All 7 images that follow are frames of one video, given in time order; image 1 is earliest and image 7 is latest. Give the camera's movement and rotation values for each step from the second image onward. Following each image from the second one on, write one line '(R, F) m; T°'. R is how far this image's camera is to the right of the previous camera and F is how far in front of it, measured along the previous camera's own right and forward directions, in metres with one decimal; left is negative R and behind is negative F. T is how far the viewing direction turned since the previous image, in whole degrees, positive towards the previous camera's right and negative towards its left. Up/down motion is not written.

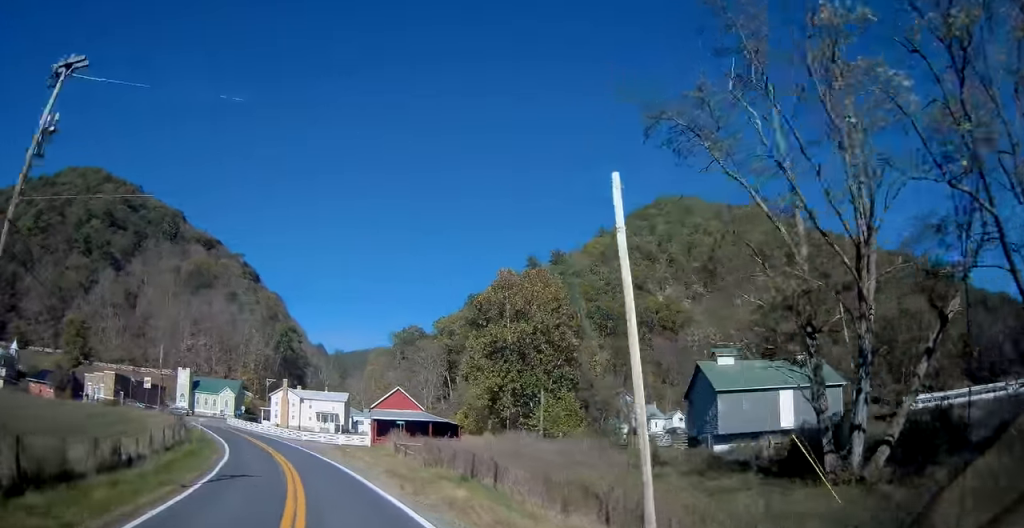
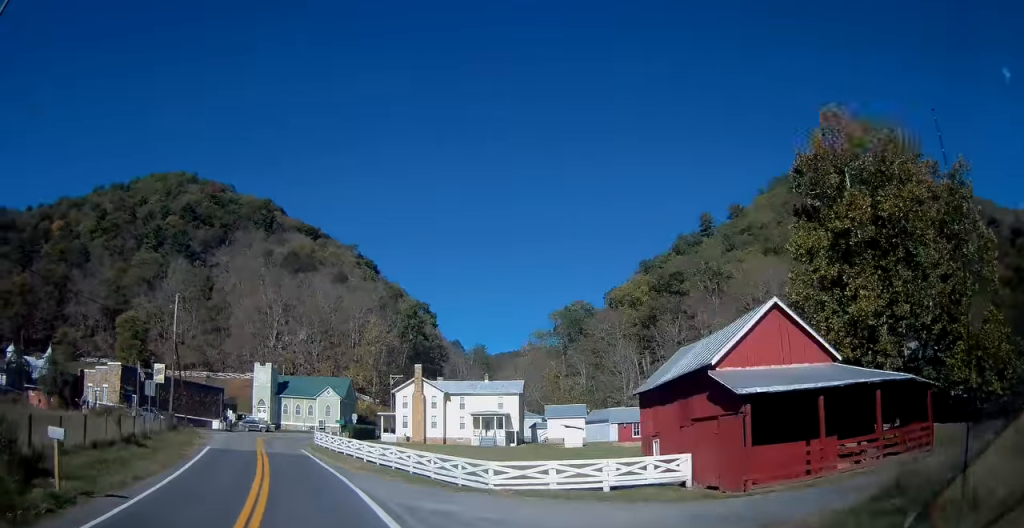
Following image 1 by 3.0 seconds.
(-2.9, +41.9) m; -12°
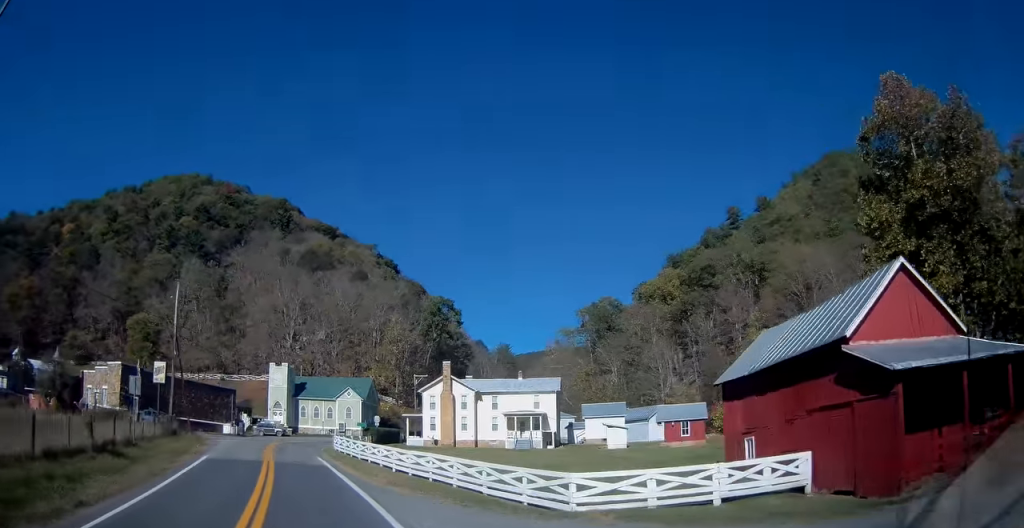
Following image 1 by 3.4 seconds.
(-0.1, +5.3) m; -2°
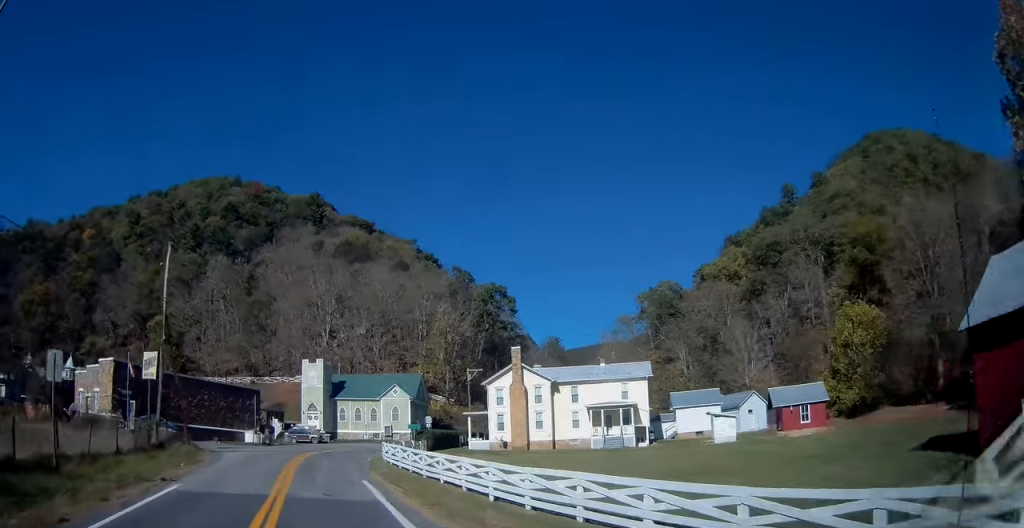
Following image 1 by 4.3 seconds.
(-0.4, +11.2) m; -4°
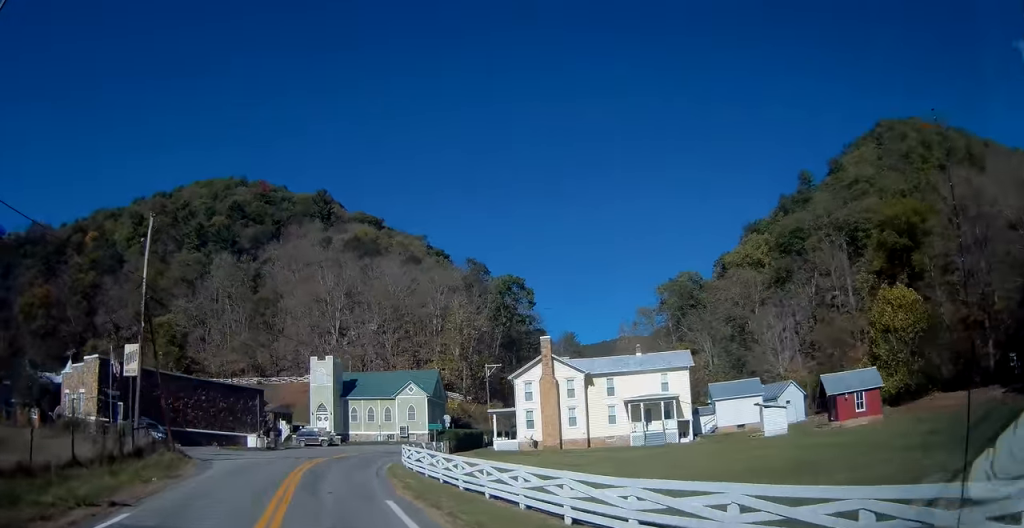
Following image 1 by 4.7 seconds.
(-0.1, +5.1) m; -2°
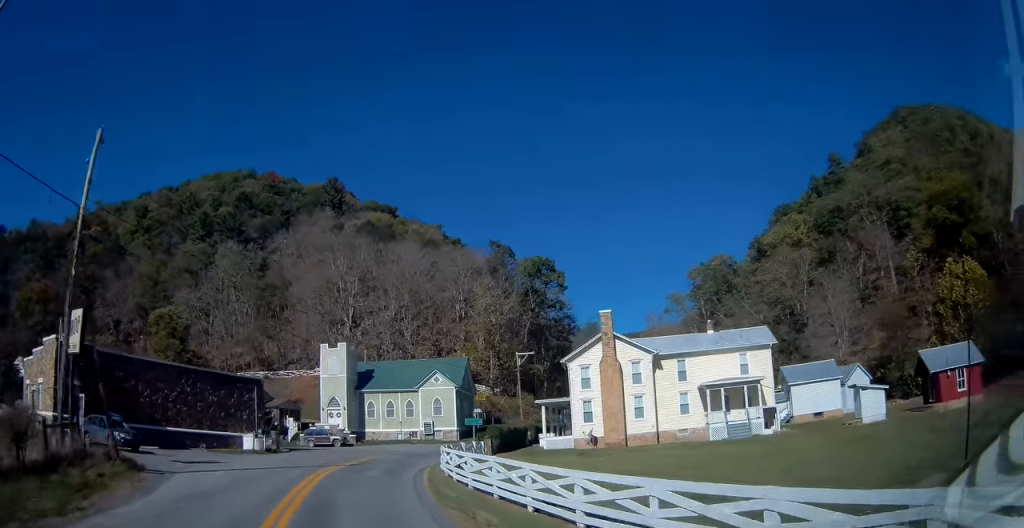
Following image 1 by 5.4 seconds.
(-0.2, +8.7) m; -1°
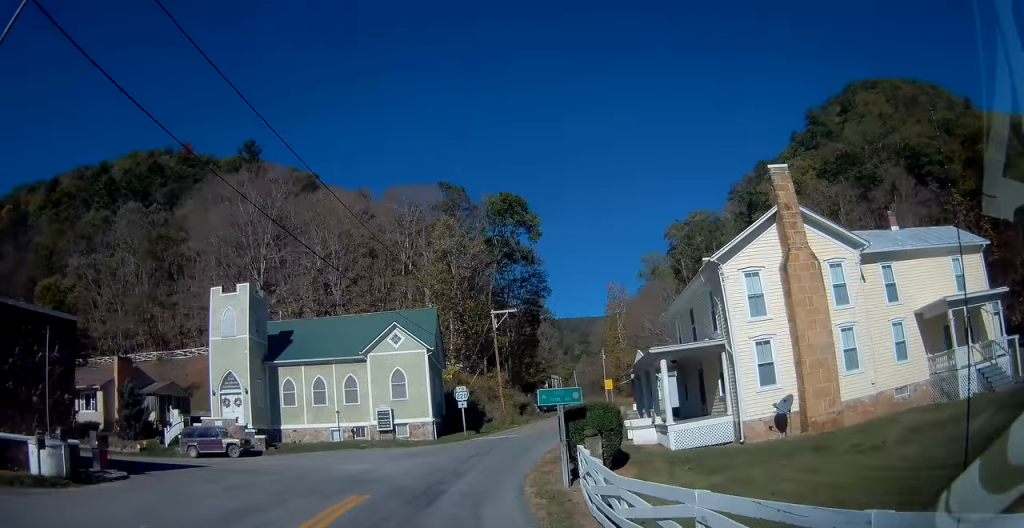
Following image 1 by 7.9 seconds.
(+0.4, +24.9) m; +7°
